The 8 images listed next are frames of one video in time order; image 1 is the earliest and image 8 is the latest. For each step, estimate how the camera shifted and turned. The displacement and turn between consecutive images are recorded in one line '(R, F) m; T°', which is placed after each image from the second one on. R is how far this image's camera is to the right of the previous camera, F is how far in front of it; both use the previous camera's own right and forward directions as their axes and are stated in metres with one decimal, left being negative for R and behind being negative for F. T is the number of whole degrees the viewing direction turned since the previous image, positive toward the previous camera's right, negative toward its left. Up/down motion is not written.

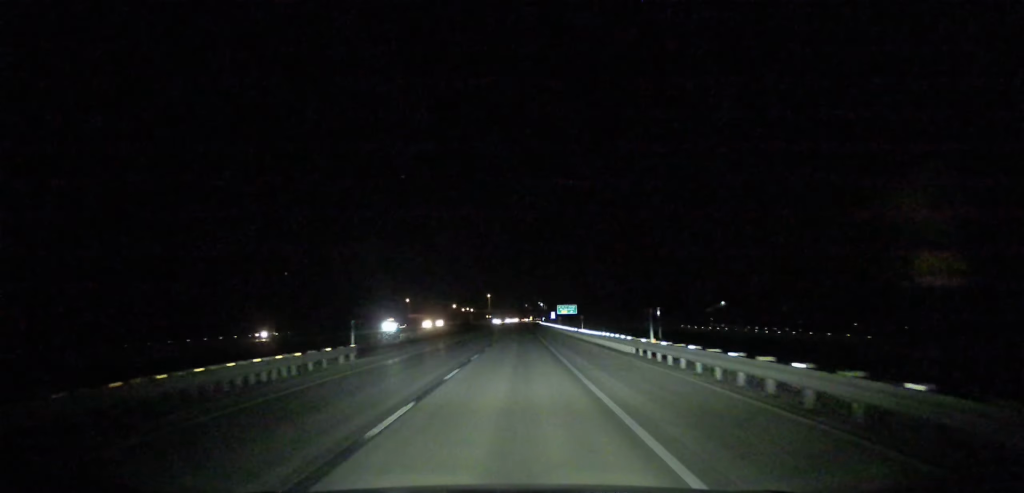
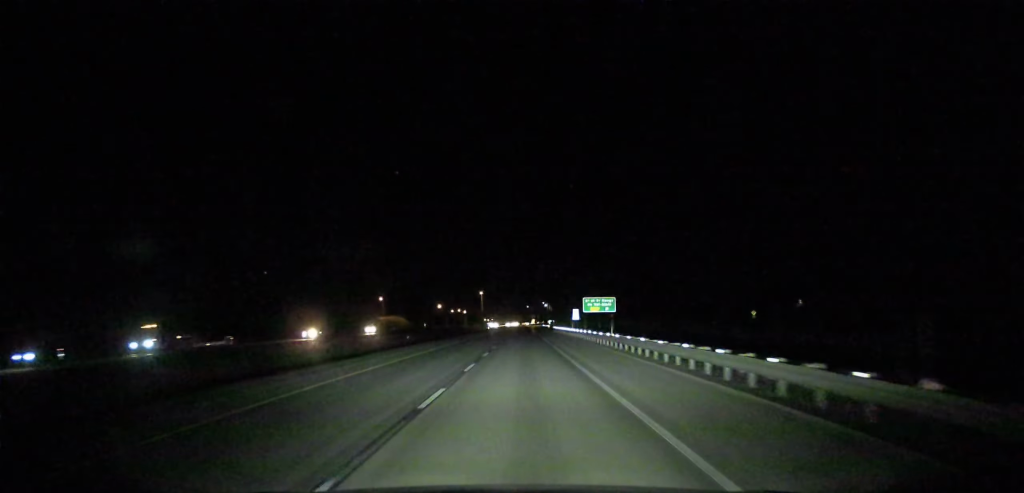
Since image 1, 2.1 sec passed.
(0.0, +76.9) m; 0°
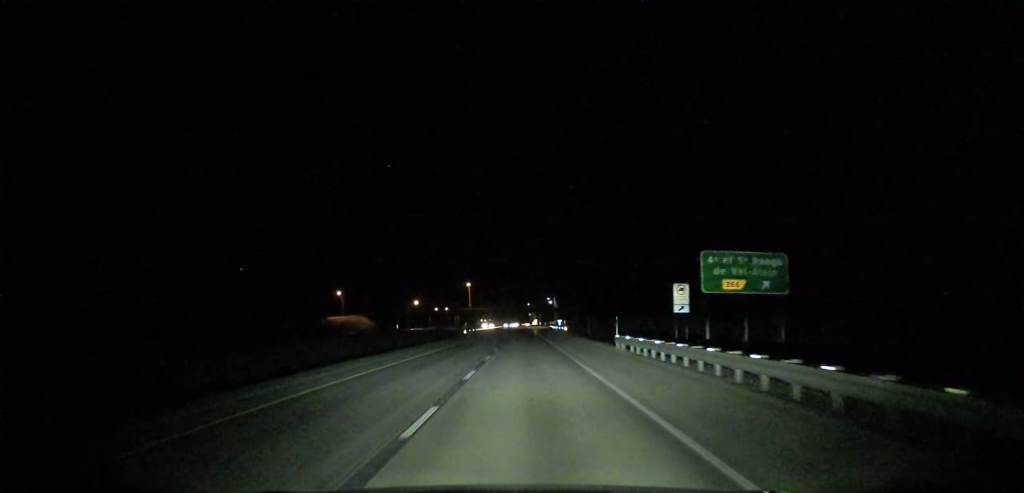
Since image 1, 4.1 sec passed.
(0.0, +74.0) m; 0°
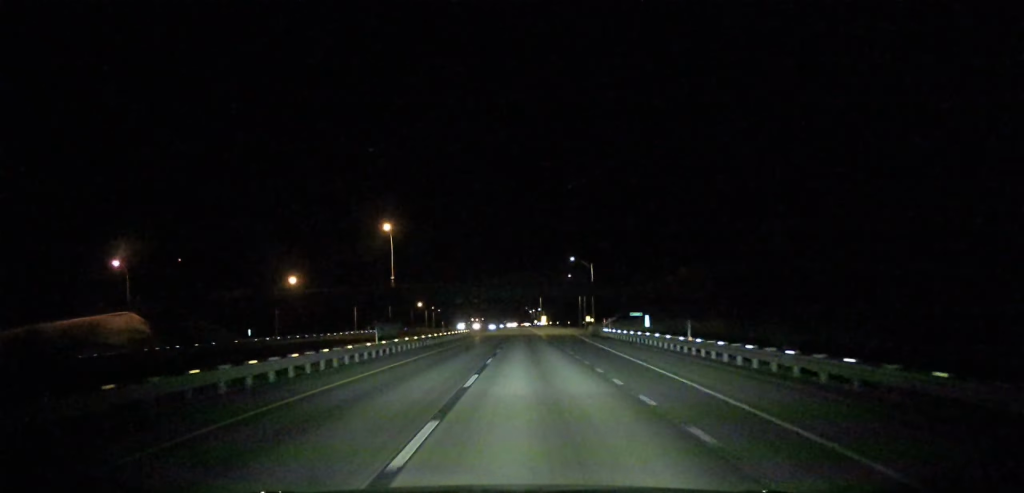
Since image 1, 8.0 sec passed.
(+0.2, +144.5) m; 0°
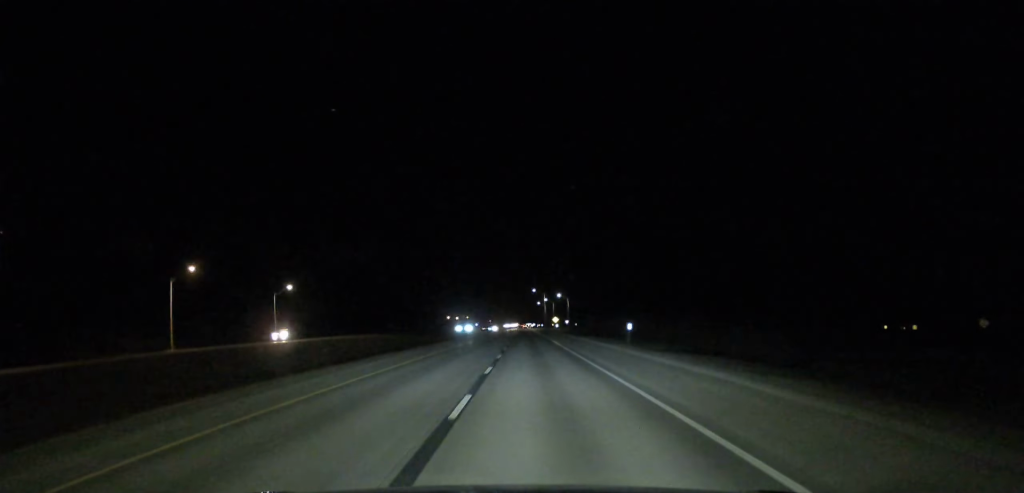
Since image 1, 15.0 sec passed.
(-0.2, +256.9) m; 0°
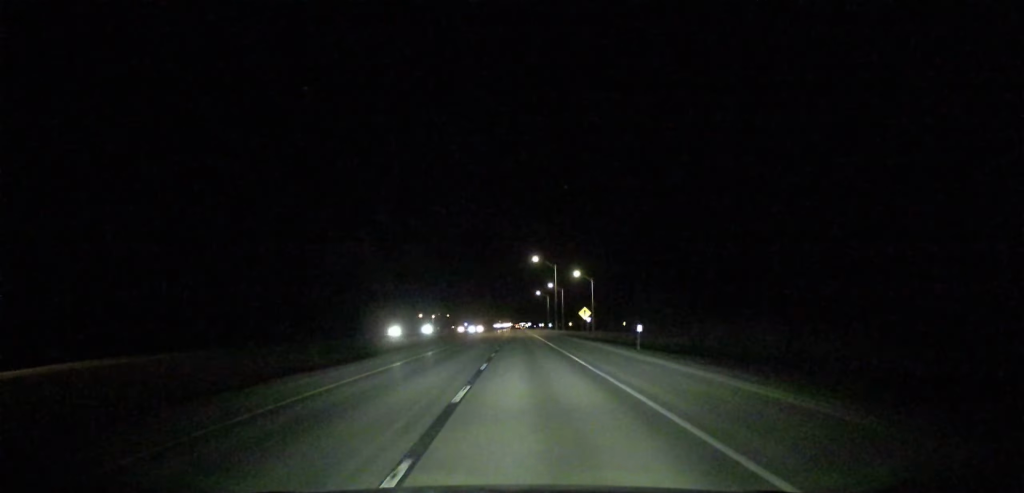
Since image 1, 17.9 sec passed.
(+0.4, +106.8) m; 0°
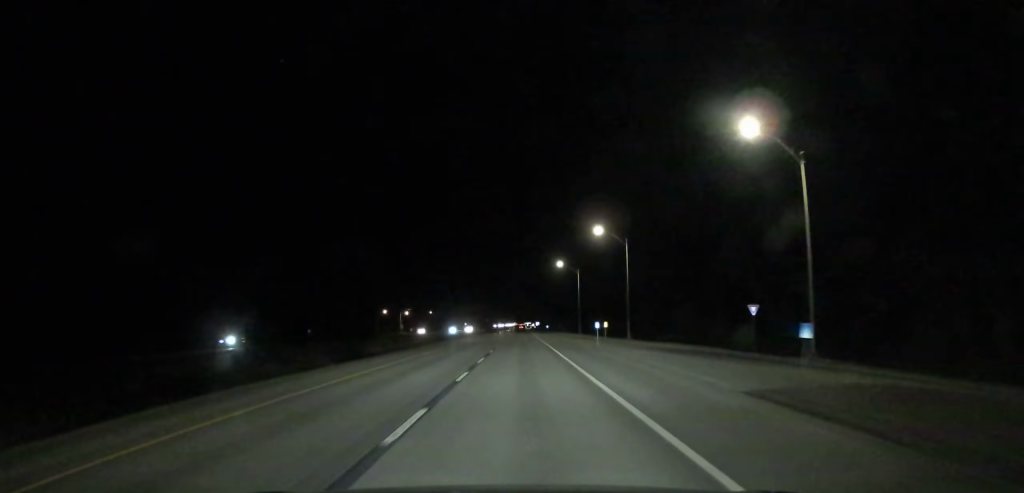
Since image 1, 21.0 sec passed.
(+0.2, +113.2) m; 0°
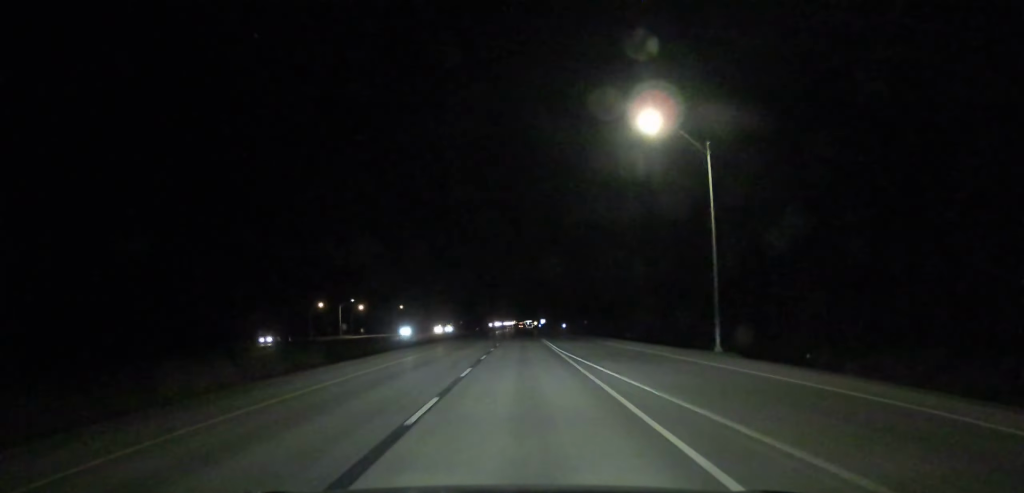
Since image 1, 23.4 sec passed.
(-0.1, +88.9) m; 0°
